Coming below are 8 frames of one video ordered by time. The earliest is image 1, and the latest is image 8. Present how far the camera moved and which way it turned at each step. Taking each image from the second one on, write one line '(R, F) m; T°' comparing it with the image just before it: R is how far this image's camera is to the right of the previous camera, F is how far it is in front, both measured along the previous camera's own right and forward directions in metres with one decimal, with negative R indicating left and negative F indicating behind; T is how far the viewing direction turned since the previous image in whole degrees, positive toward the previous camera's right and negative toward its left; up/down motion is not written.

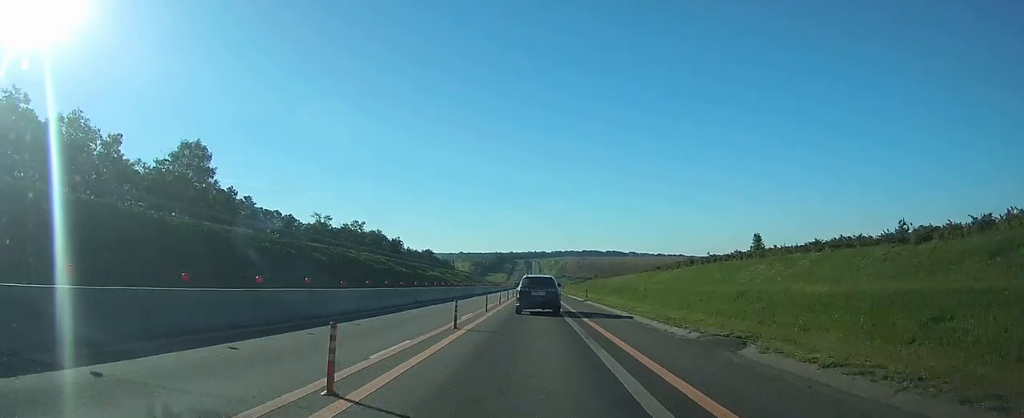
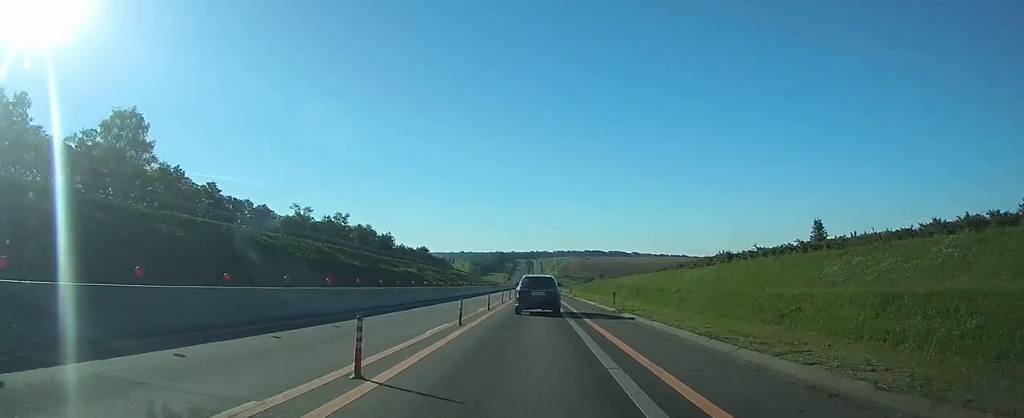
(-0.2, +18.6) m; -1°
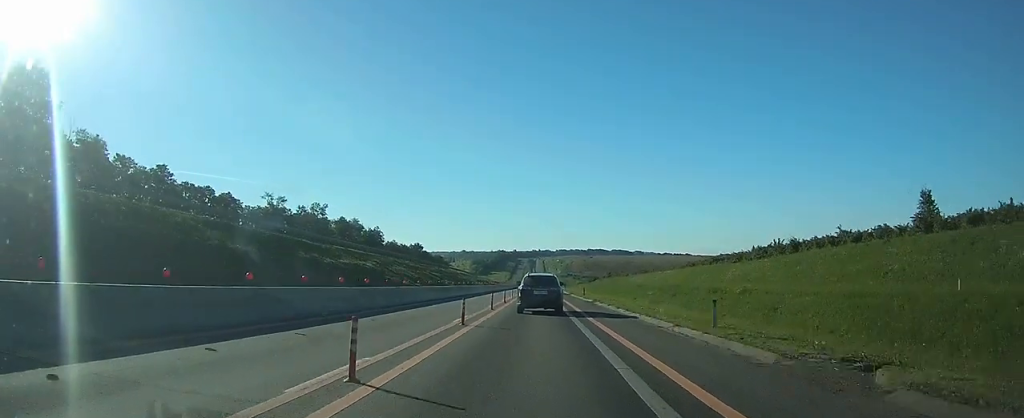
(0.0, +20.1) m; 0°
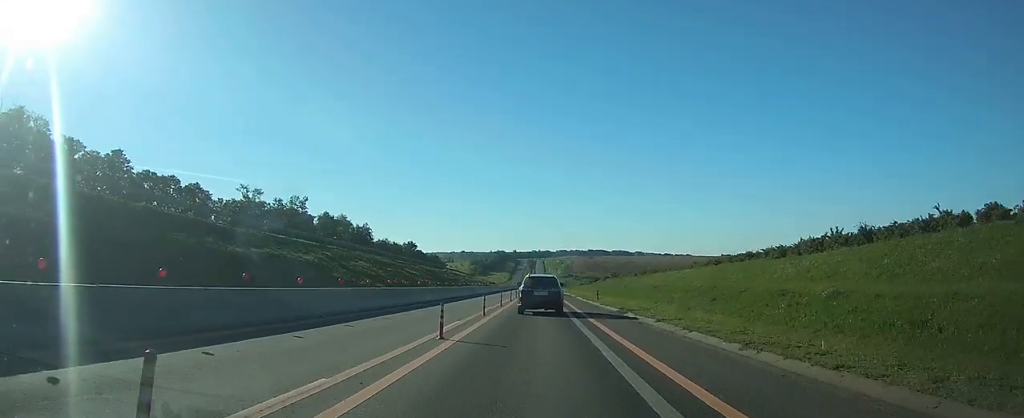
(0.0, +14.0) m; 0°
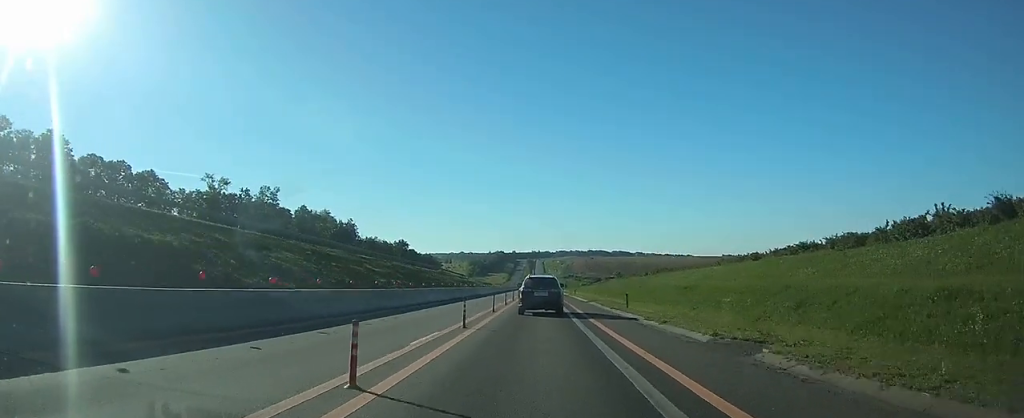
(0.0, +16.1) m; 0°
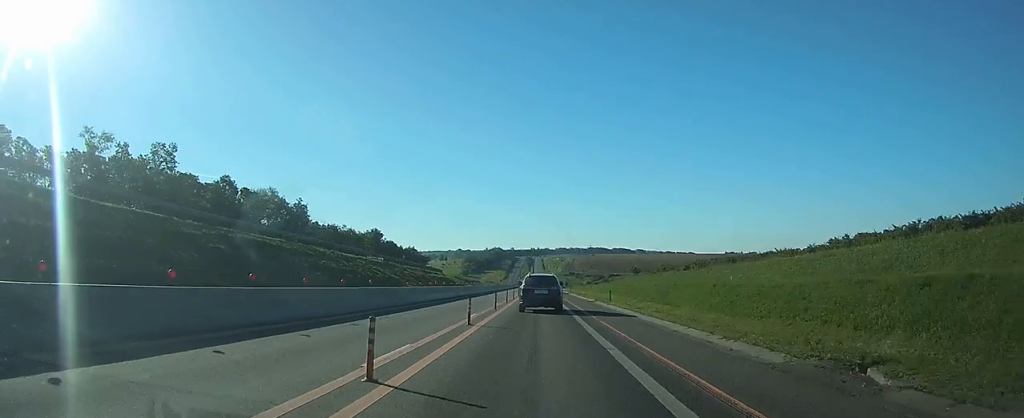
(+0.4, +39.6) m; +1°
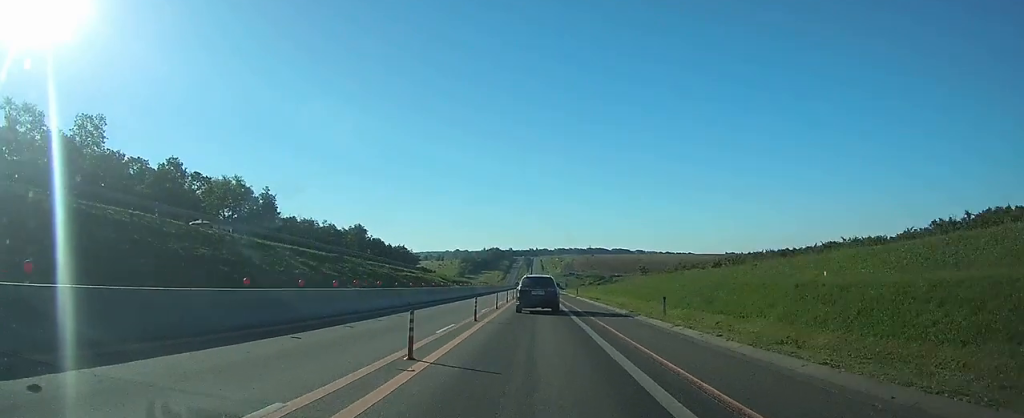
(0.0, +17.8) m; 0°
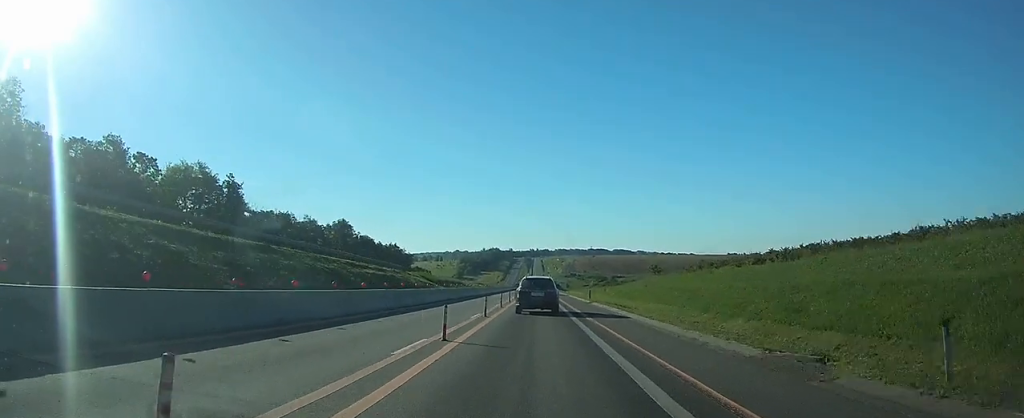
(0.0, +16.4) m; 0°
